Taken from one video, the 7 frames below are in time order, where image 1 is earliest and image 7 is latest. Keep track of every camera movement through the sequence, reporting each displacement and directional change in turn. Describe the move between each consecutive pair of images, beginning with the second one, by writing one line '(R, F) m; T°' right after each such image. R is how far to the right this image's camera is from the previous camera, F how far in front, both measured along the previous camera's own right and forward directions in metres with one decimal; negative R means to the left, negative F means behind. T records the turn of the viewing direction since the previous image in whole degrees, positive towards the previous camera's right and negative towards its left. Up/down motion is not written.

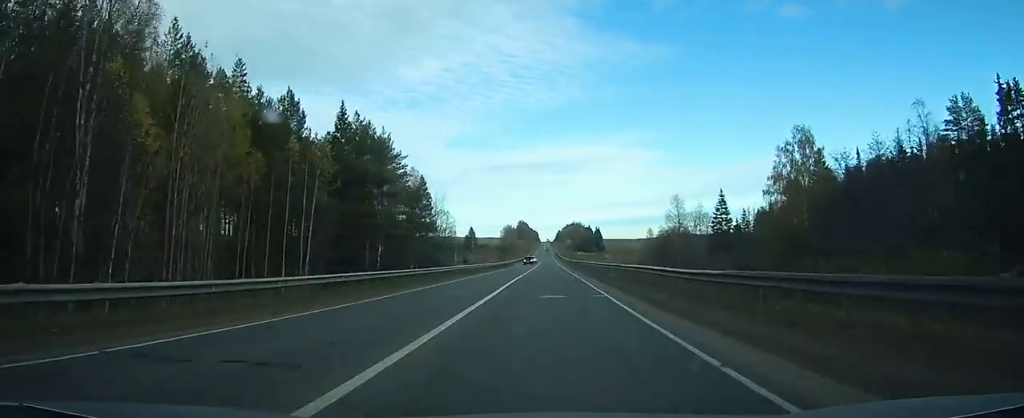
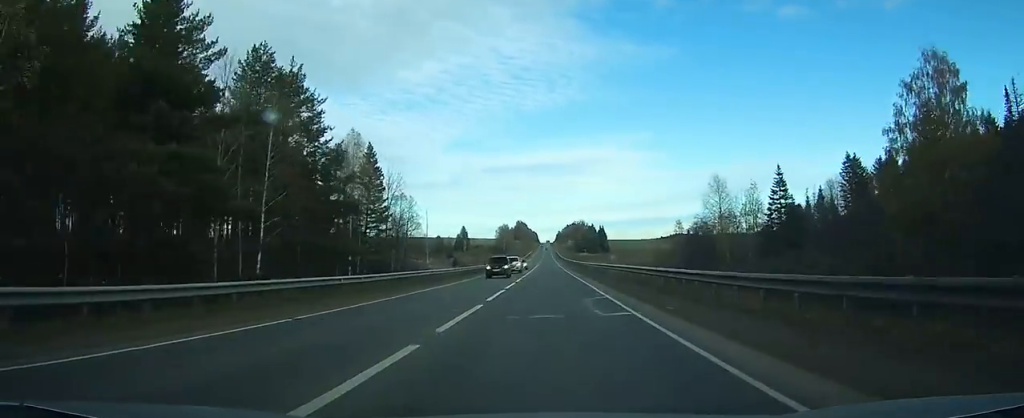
(0.0, +34.1) m; 0°
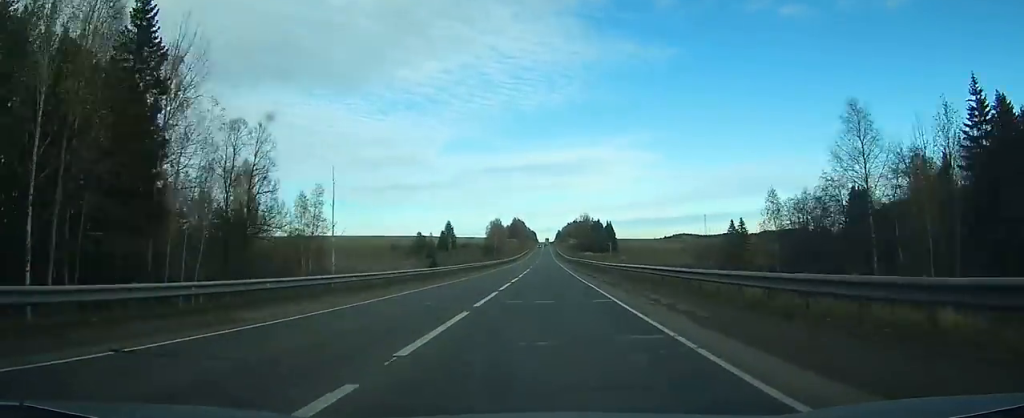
(+0.2, +49.9) m; 0°
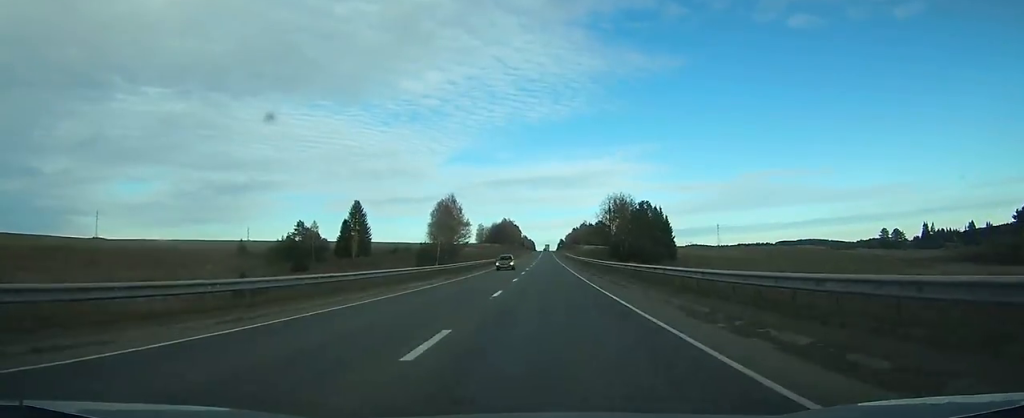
(+1.2, +147.7) m; +1°
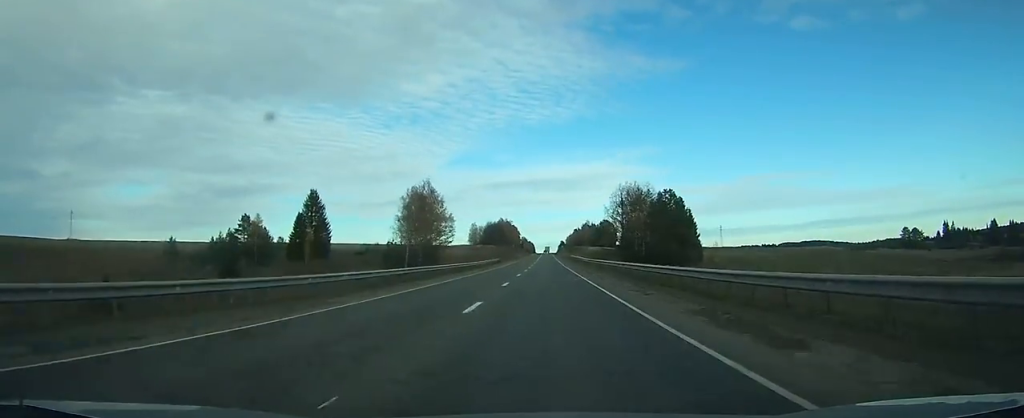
(0.0, +29.8) m; 0°
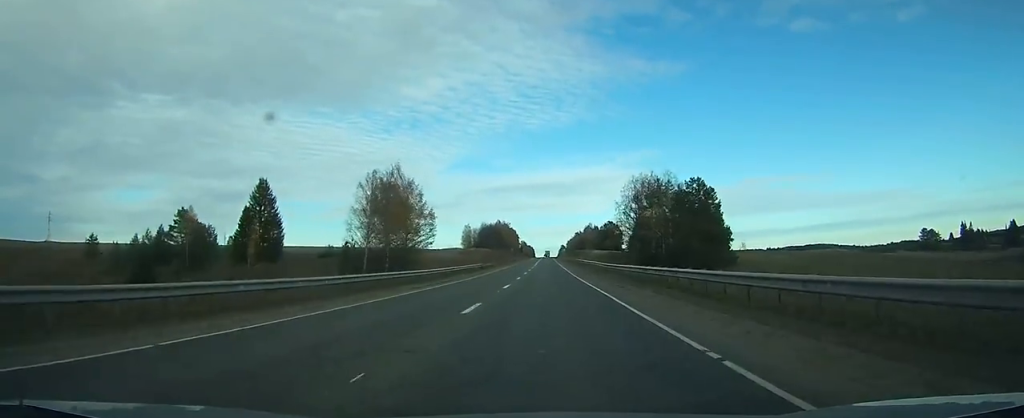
(+0.1, +24.0) m; 0°
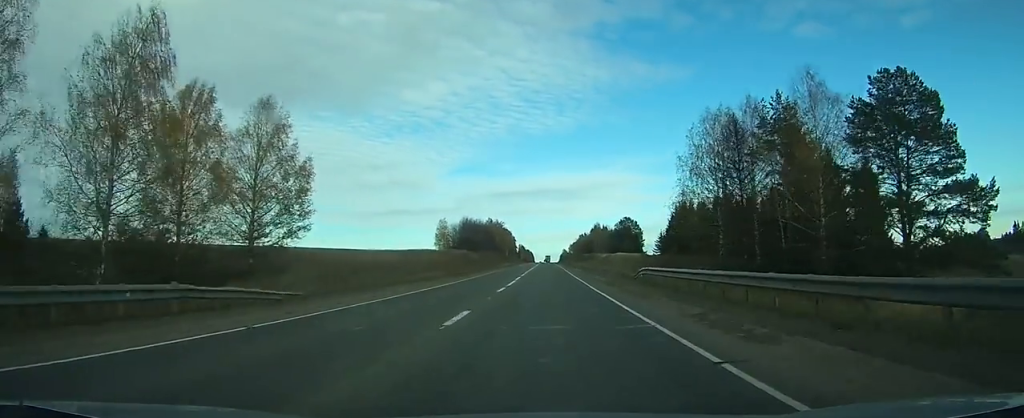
(-0.1, +62.2) m; 0°
